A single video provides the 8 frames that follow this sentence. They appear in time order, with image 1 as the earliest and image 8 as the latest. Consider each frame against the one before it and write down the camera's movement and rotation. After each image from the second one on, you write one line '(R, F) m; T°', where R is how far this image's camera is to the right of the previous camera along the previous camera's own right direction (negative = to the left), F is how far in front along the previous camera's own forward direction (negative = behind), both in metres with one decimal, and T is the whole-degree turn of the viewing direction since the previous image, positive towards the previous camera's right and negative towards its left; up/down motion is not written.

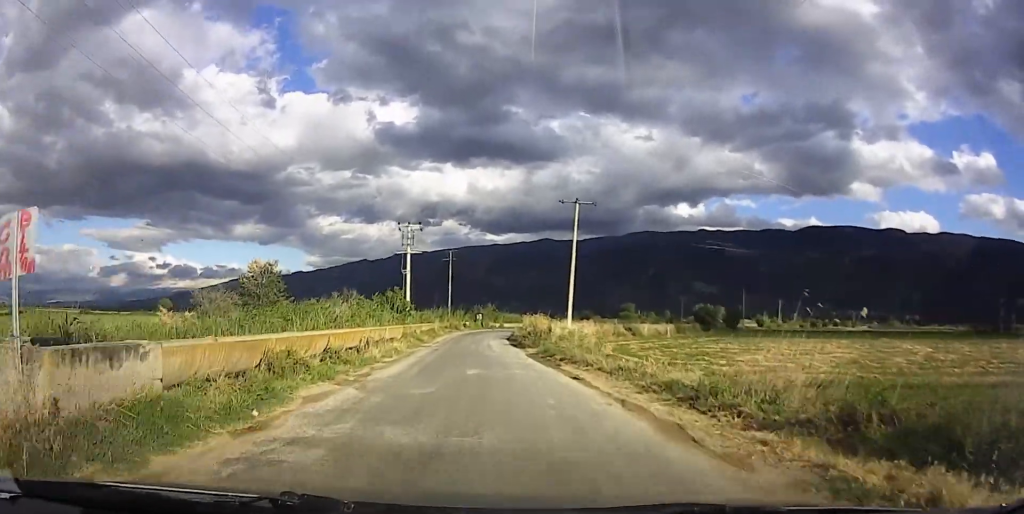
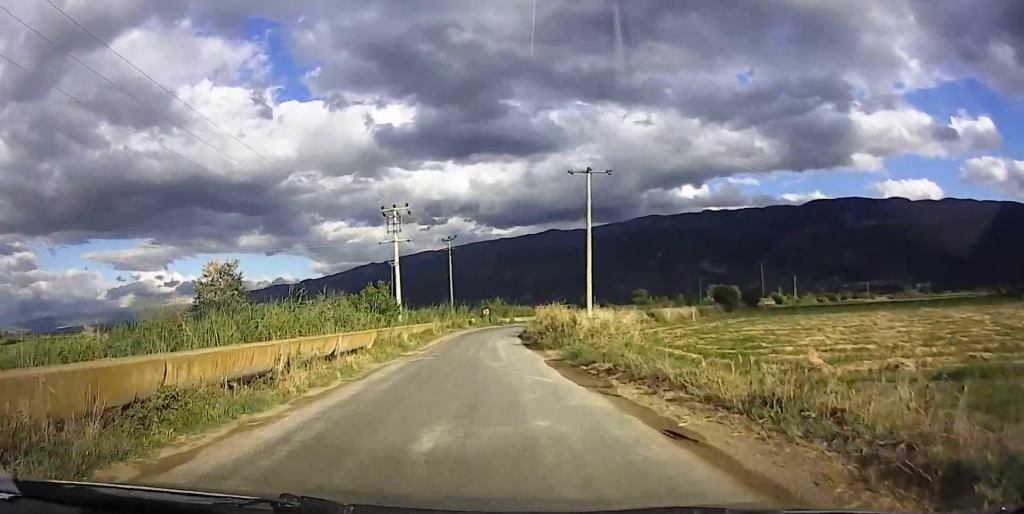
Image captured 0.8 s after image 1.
(-0.1, +9.1) m; -3°
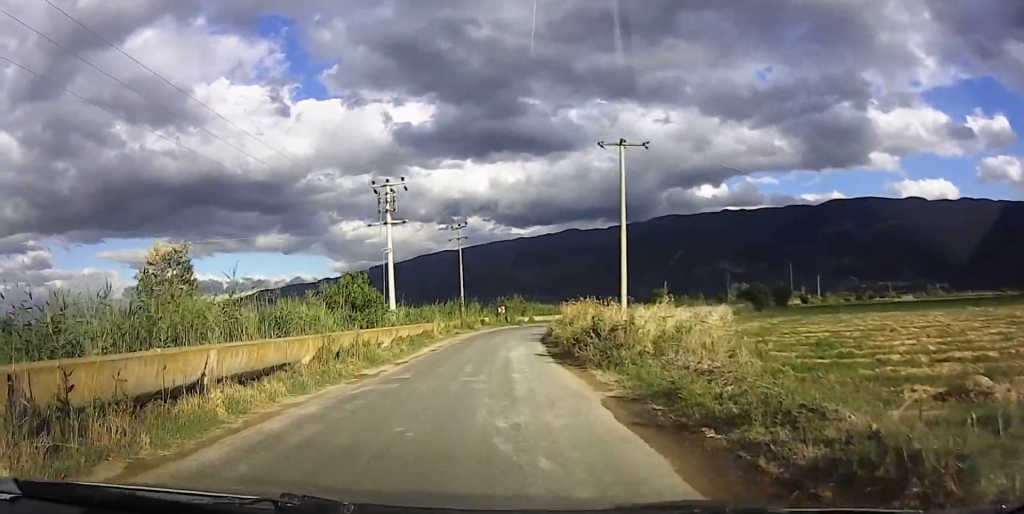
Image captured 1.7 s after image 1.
(-0.7, +9.7) m; -4°
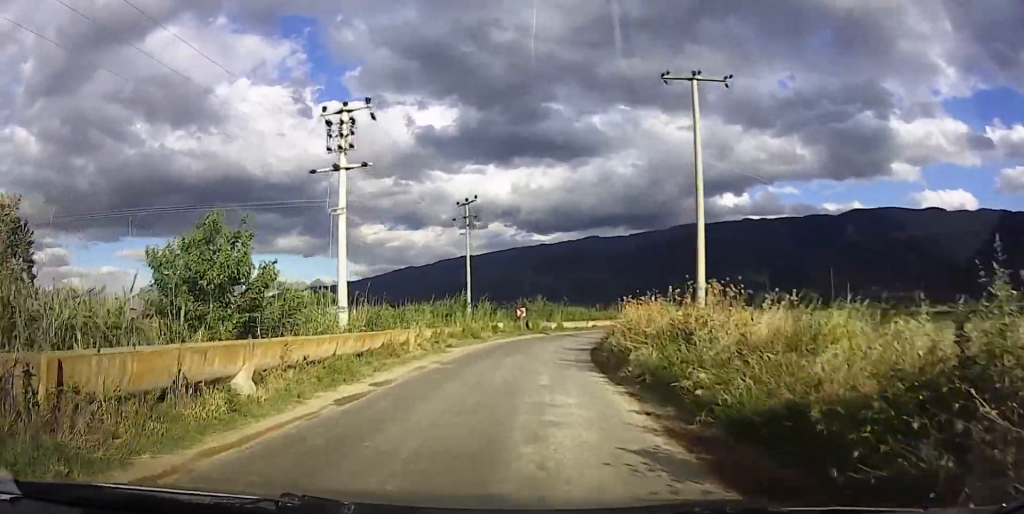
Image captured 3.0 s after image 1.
(0.0, +16.4) m; +3°
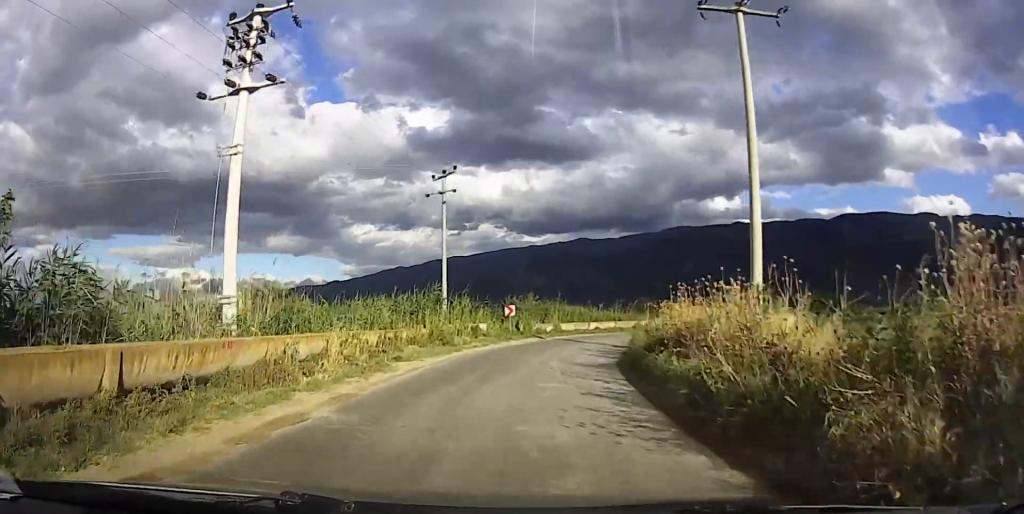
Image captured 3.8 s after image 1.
(+0.4, +9.3) m; +1°
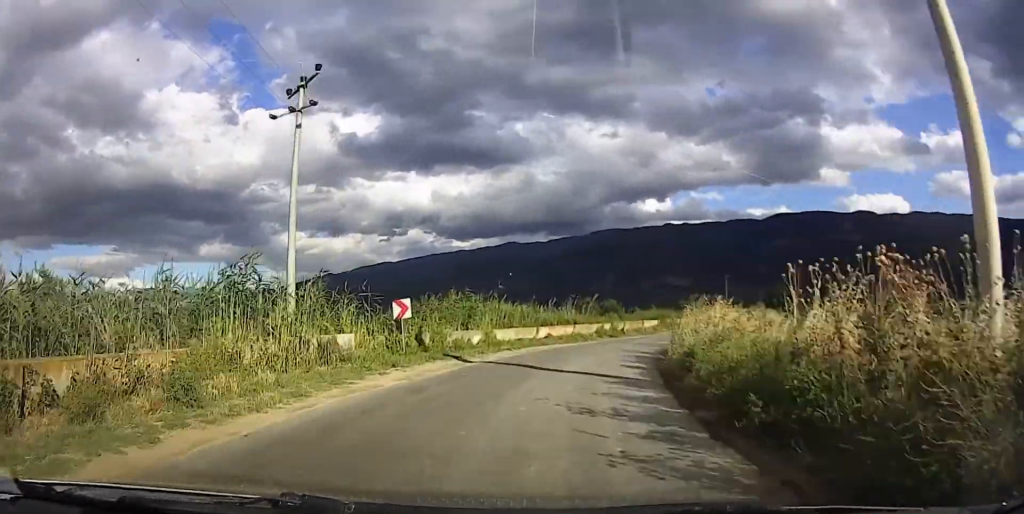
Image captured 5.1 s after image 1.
(-0.4, +15.9) m; +2°
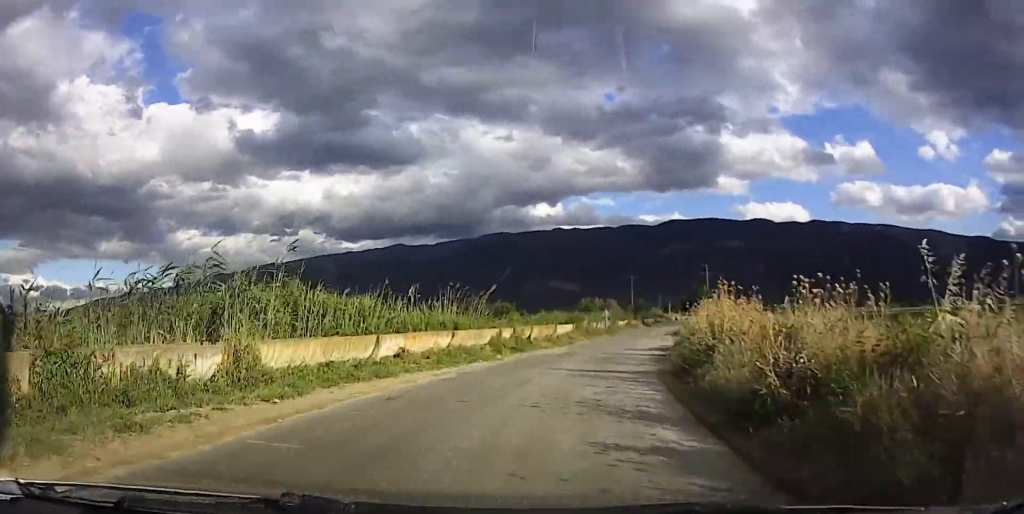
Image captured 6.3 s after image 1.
(+1.7, +13.8) m; +16°
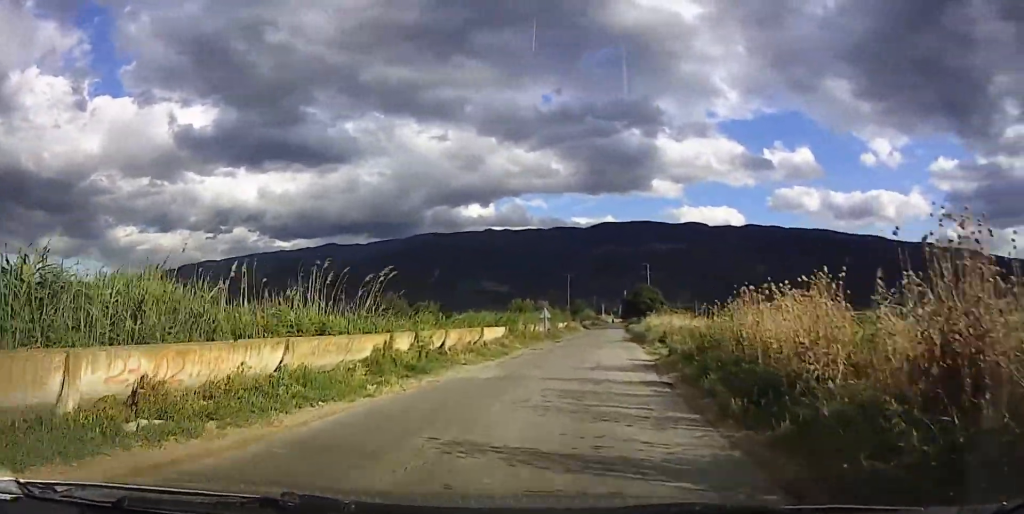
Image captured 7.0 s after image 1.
(+0.8, +8.8) m; +4°
